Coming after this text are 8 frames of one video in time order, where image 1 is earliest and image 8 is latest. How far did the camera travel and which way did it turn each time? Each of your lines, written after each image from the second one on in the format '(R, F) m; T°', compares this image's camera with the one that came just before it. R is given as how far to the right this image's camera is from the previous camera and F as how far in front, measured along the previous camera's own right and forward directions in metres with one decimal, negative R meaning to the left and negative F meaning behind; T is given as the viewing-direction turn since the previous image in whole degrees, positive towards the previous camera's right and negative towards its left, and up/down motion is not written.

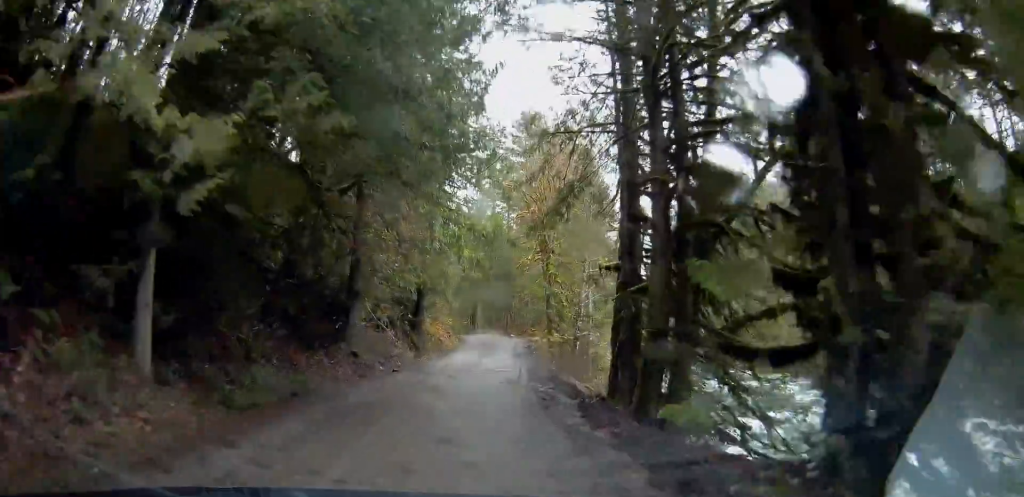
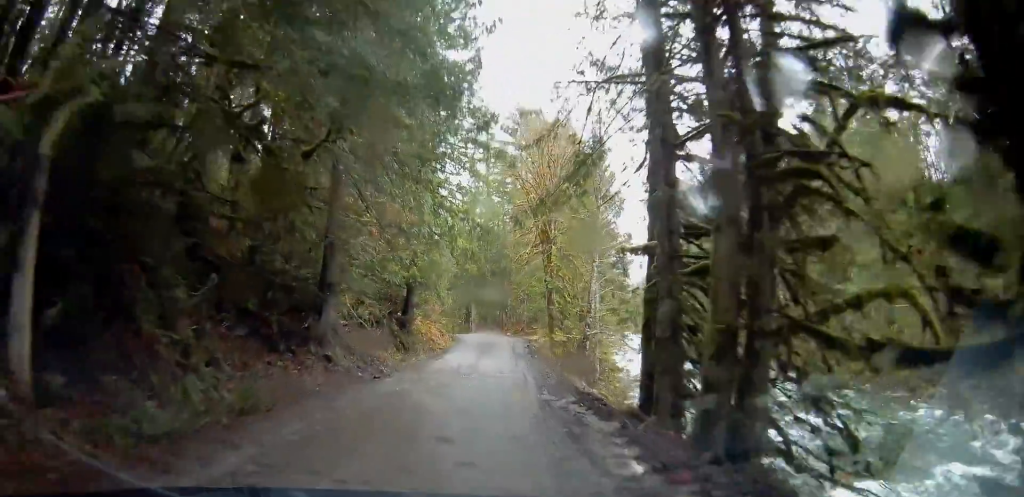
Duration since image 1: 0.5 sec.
(+0.1, +3.7) m; 0°
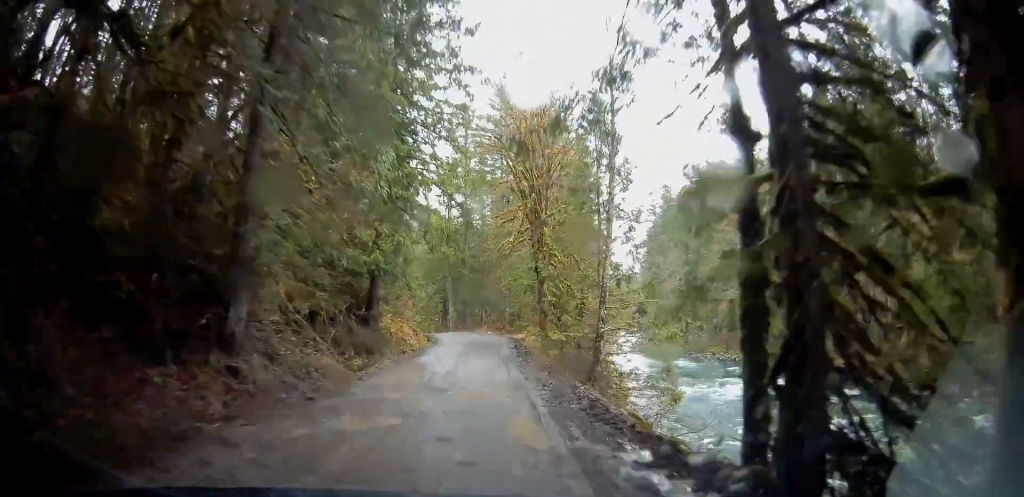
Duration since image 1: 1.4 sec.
(+0.1, +6.3) m; +2°
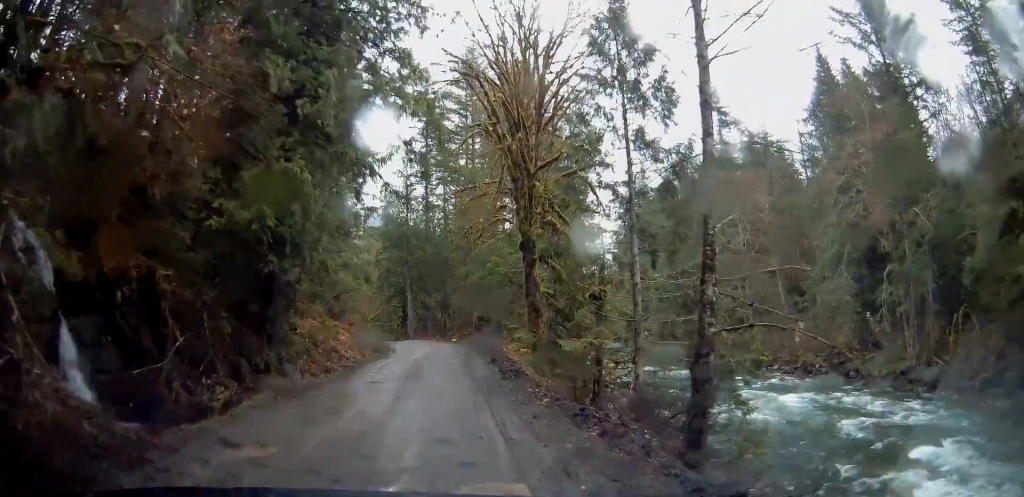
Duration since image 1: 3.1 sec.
(+0.9, +11.4) m; +8°
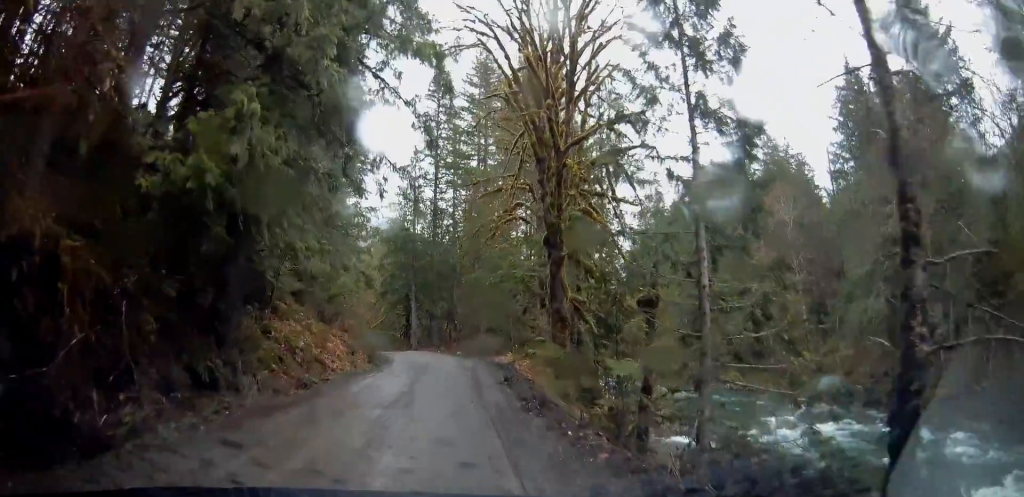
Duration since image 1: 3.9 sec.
(-0.3, +4.4) m; 0°
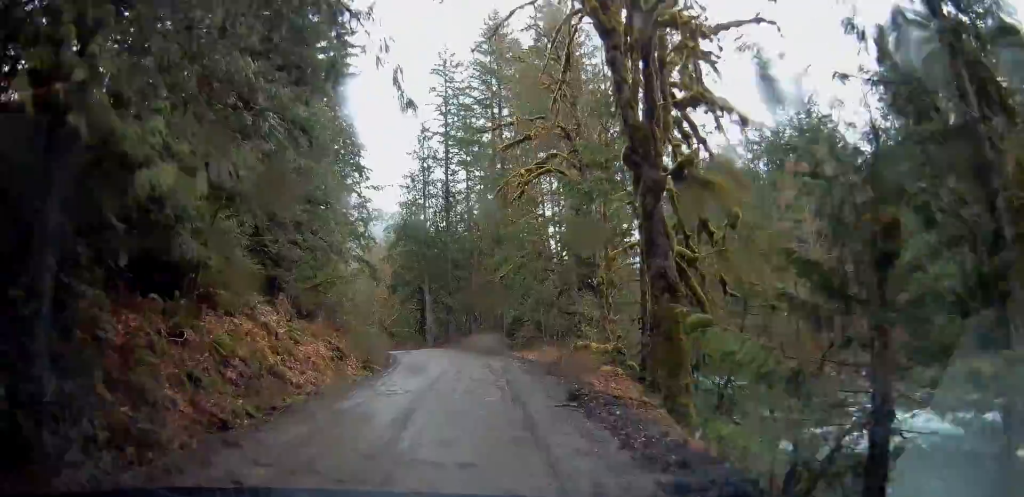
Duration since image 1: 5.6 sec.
(+0.5, +8.6) m; +2°
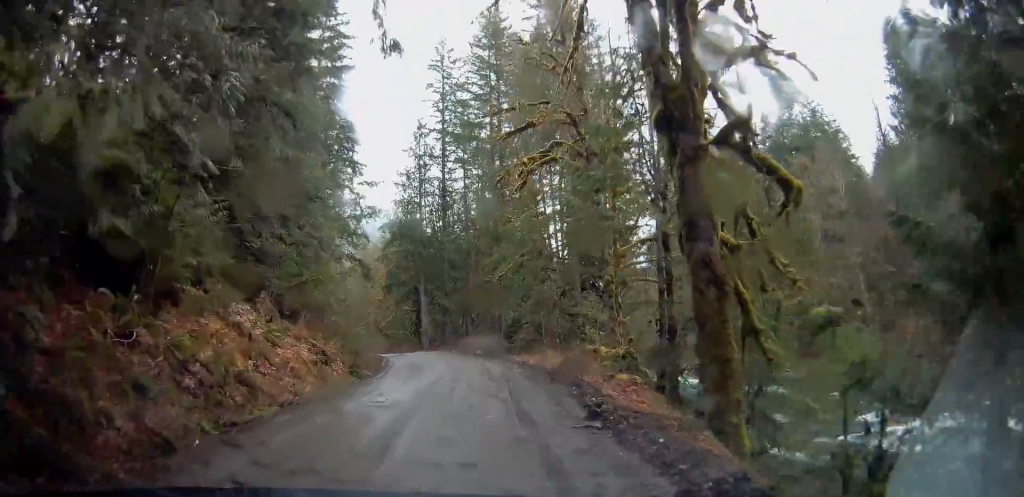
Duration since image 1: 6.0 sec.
(+0.1, +2.1) m; -2°
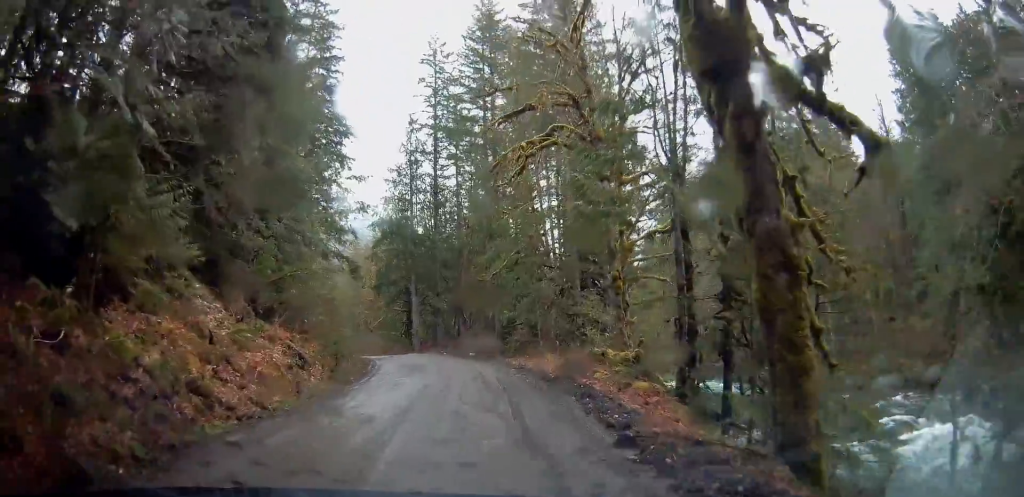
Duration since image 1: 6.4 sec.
(-0.1, +2.3) m; 0°
